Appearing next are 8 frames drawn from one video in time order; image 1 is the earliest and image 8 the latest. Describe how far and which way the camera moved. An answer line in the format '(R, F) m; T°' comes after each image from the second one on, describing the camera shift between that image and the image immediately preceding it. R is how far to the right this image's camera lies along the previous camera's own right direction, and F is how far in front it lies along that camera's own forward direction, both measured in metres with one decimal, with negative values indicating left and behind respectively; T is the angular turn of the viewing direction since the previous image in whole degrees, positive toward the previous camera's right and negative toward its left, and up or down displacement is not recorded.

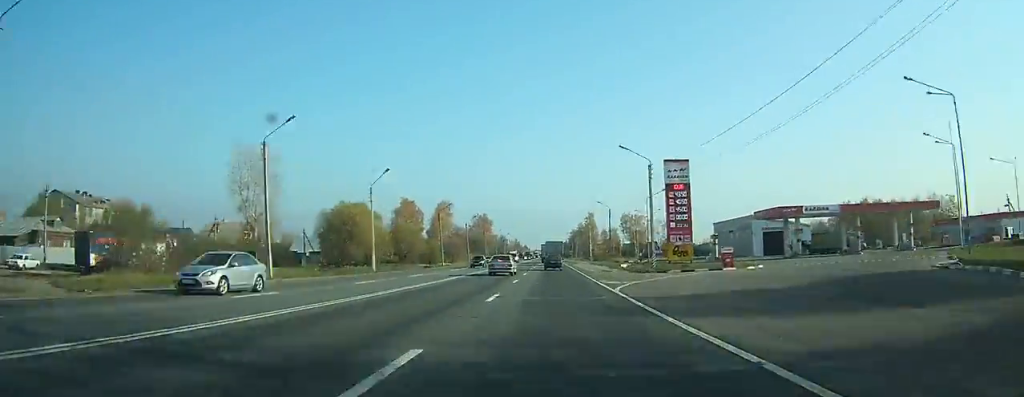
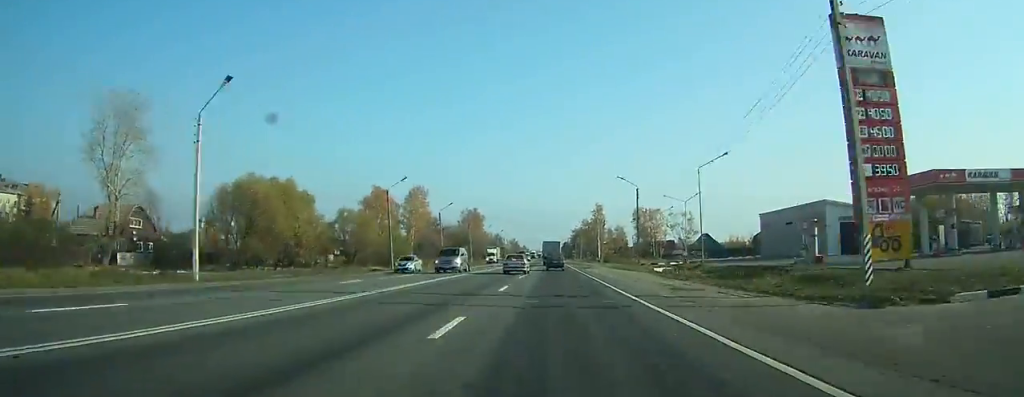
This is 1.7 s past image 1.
(-0.1, +34.0) m; 0°
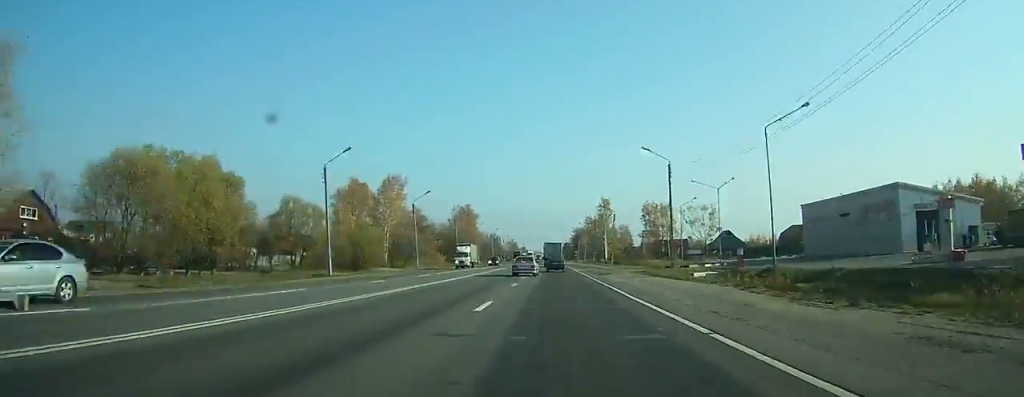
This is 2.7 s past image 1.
(+0.1, +20.6) m; 0°
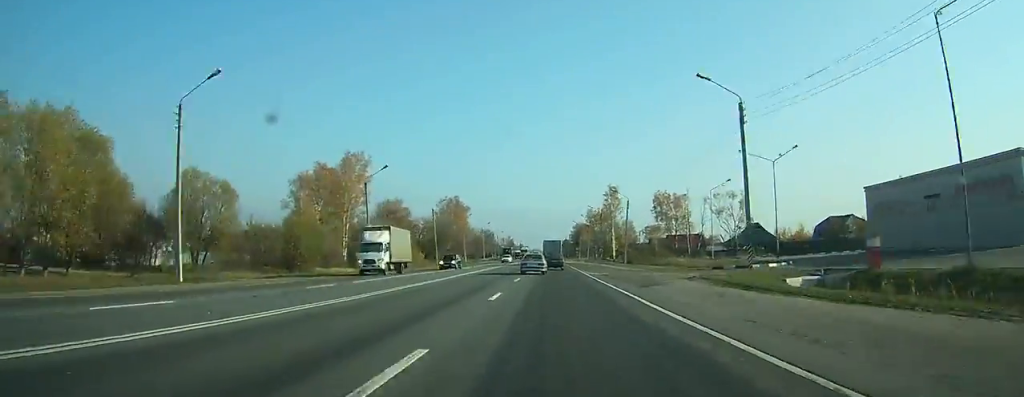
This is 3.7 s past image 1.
(+0.1, +21.9) m; 0°
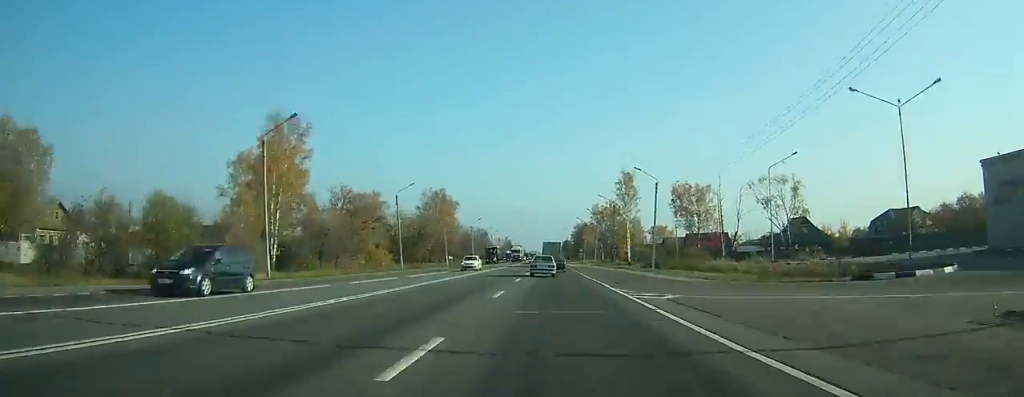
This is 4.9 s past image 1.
(-0.1, +22.7) m; 0°
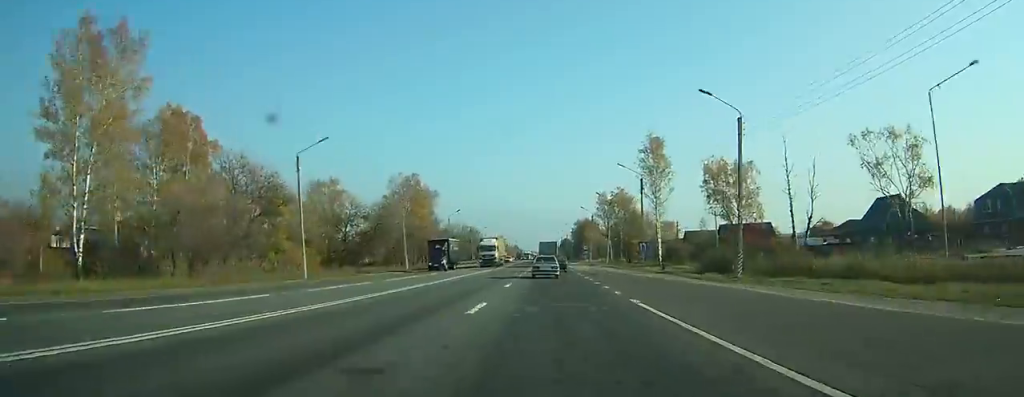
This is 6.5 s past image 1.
(0.0, +28.4) m; 0°
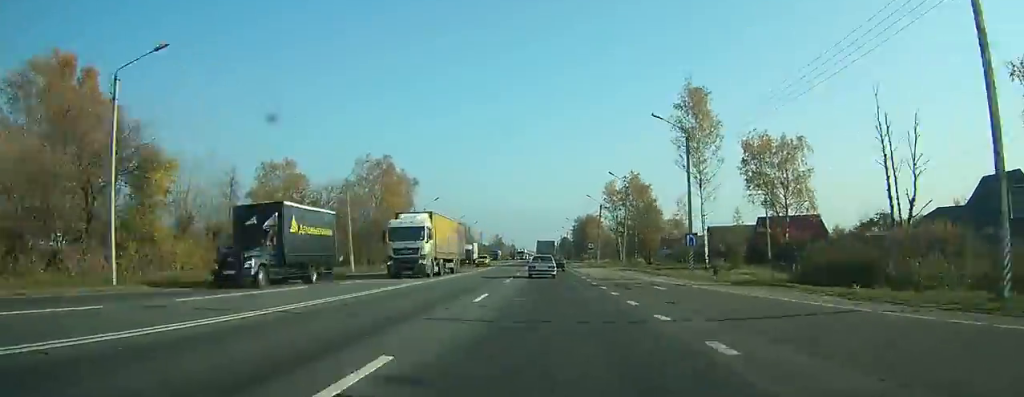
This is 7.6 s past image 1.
(-0.1, +20.6) m; 0°
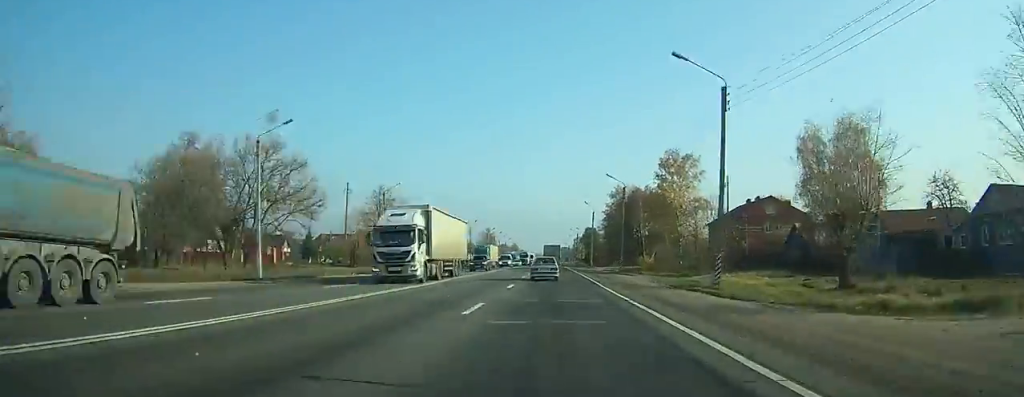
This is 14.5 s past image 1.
(+0.2, +118.7) m; 0°
